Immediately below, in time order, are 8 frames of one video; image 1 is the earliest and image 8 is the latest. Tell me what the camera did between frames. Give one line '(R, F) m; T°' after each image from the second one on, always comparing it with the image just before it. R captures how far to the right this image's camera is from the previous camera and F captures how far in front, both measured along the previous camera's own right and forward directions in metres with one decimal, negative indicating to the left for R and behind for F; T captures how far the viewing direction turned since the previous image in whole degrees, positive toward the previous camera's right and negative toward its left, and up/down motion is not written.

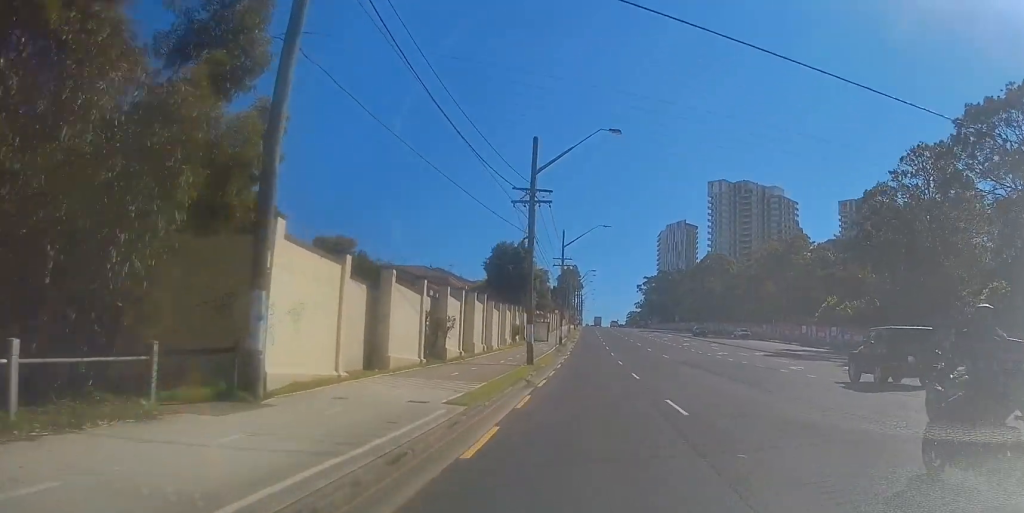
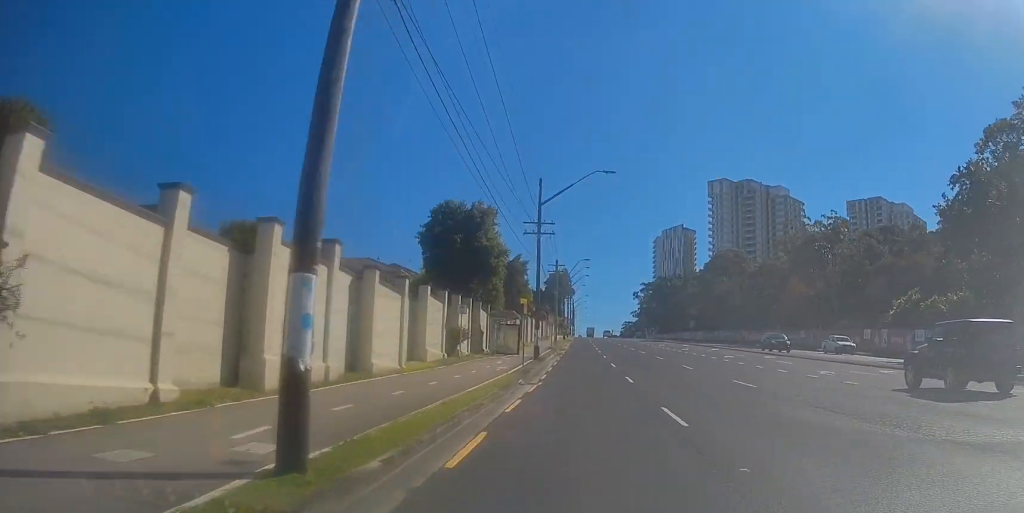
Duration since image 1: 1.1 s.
(0.0, +24.8) m; 0°
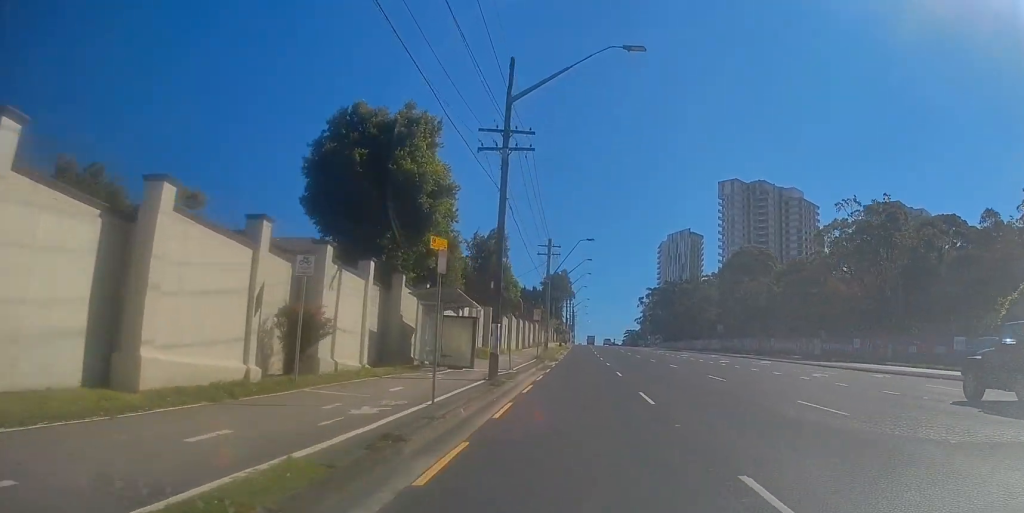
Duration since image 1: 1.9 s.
(-0.1, +18.9) m; 0°
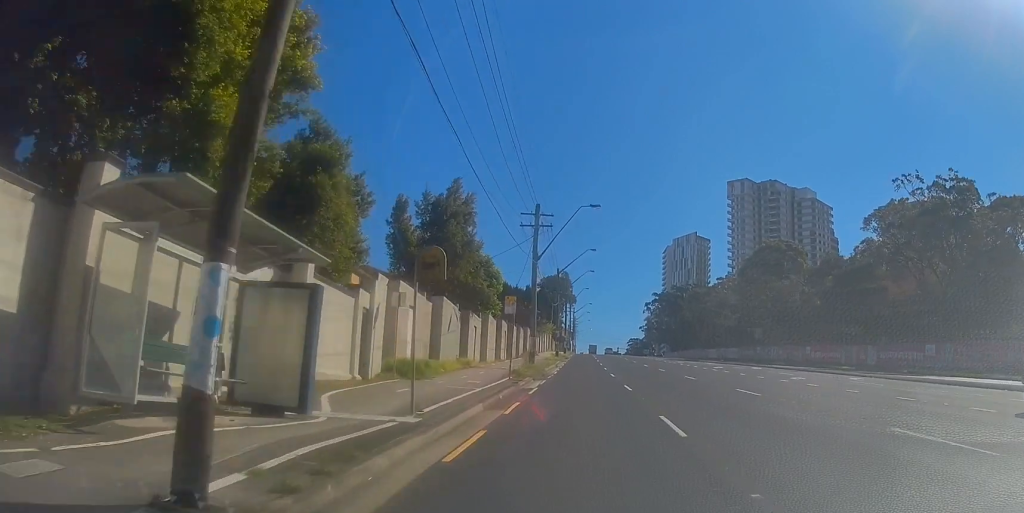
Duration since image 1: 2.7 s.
(0.0, +16.7) m; 0°
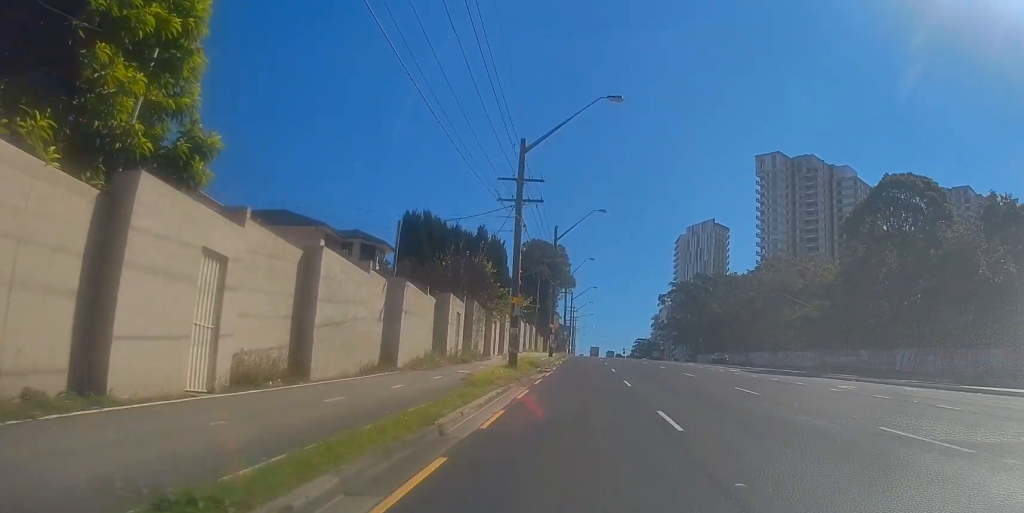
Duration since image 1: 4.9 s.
(-0.5, +45.5) m; 0°
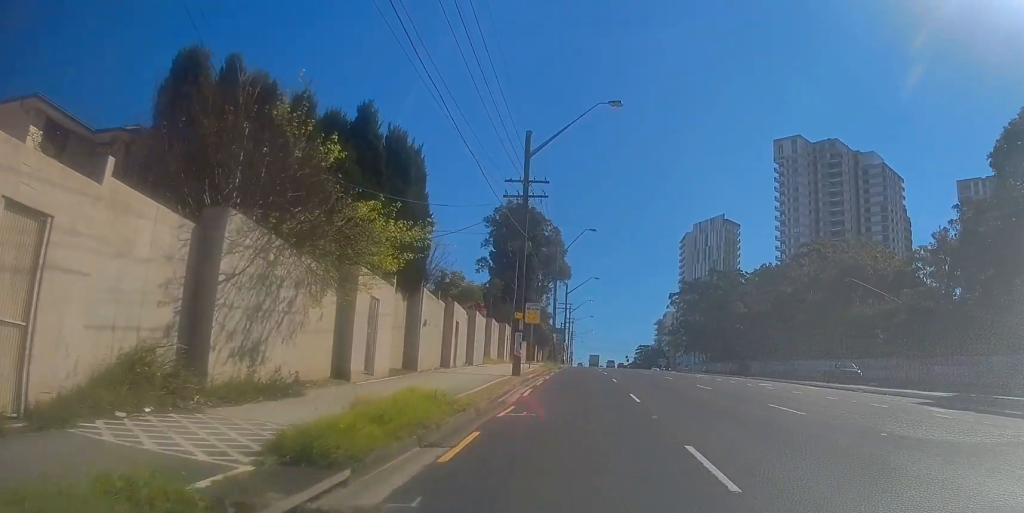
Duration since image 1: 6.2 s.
(+0.6, +27.4) m; +1°
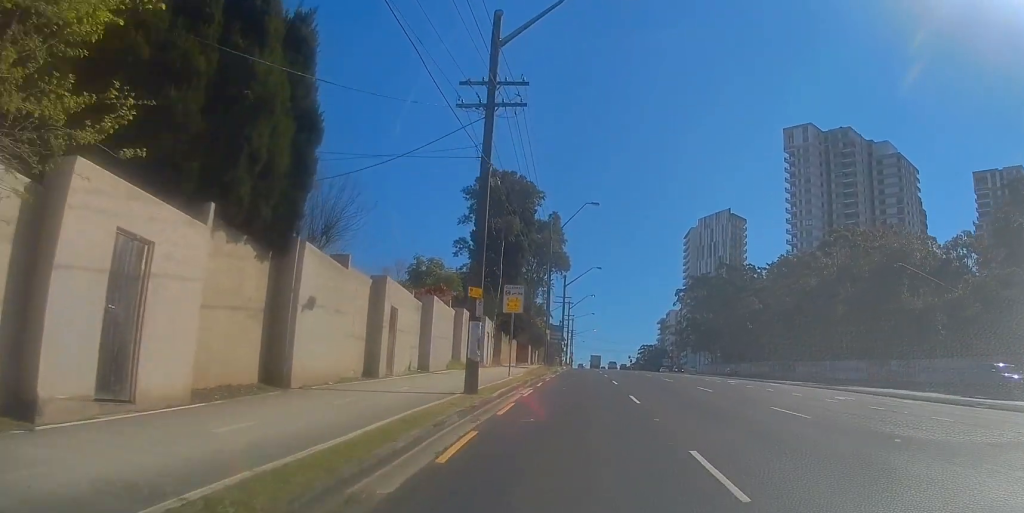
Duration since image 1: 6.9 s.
(-0.2, +12.1) m; -1°
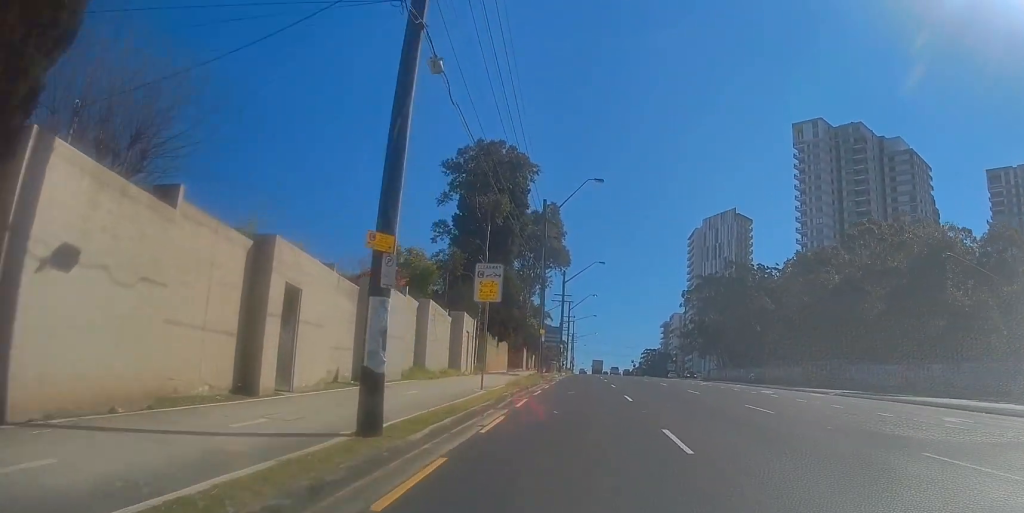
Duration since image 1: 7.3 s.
(-0.1, +8.4) m; 0°
